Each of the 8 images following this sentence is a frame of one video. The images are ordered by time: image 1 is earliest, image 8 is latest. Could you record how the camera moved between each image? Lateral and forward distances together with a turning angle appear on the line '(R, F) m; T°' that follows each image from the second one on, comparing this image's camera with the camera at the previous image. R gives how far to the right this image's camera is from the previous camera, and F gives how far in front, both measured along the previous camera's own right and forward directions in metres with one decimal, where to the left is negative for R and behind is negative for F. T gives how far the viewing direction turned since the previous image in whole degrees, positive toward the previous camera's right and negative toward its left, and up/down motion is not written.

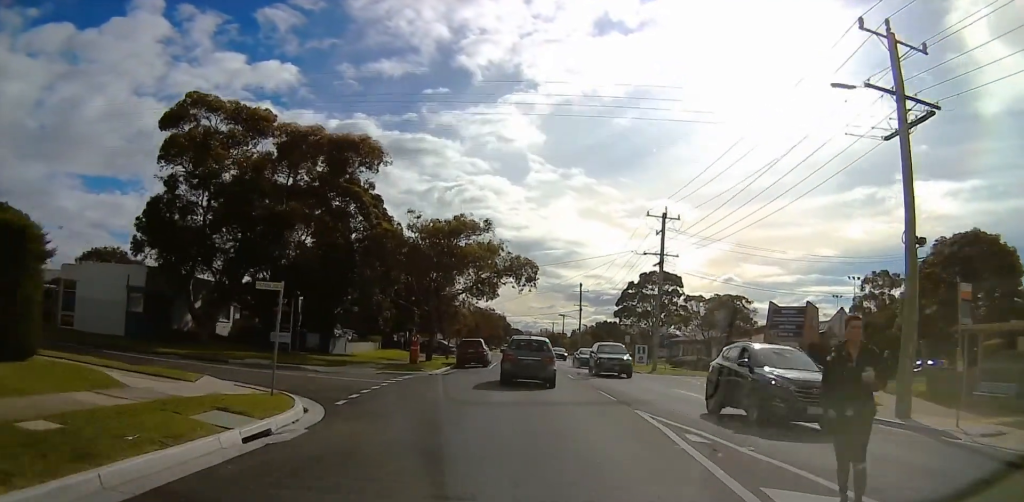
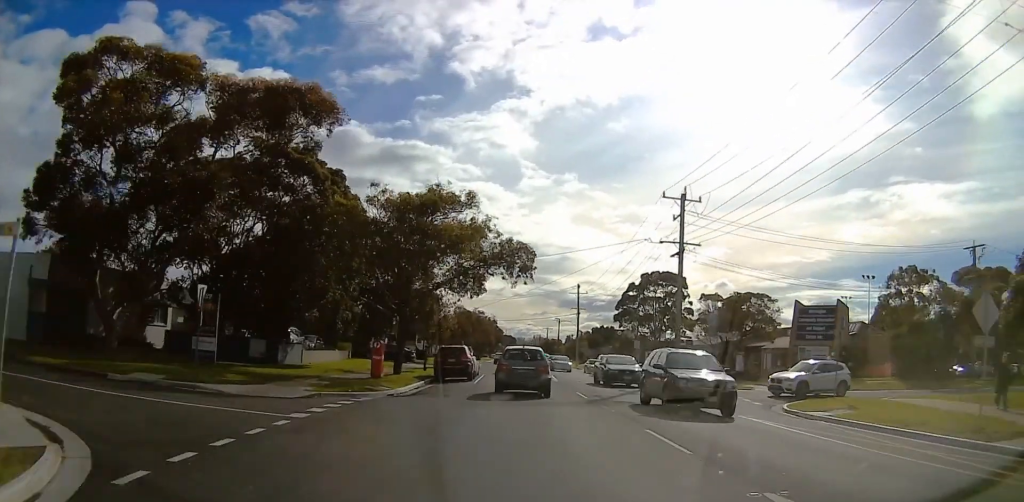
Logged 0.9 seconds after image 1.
(-0.2, +7.2) m; -2°
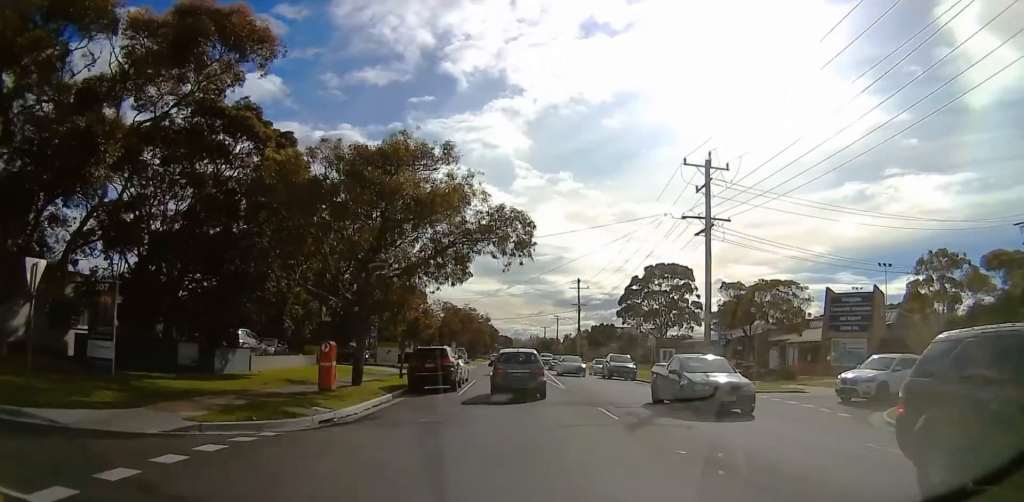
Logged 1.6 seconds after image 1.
(-0.1, +6.3) m; 0°
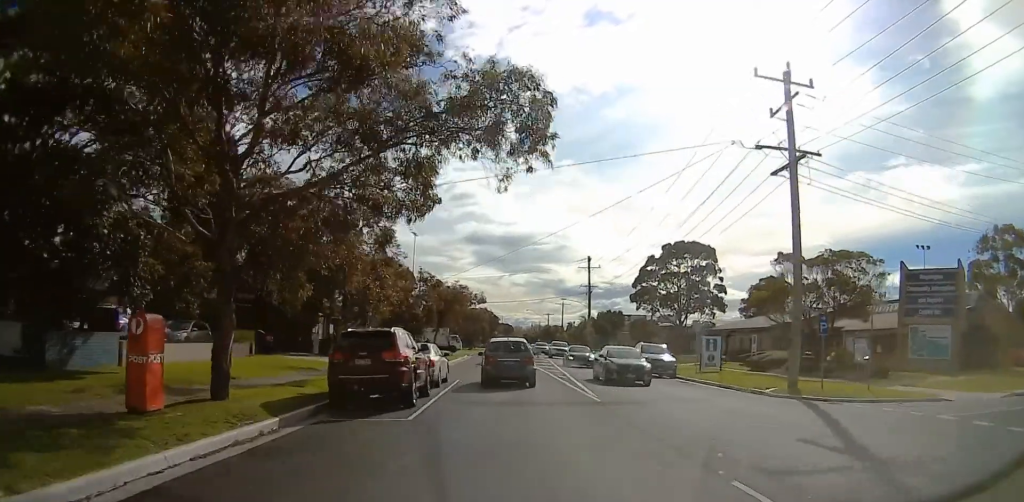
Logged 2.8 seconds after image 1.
(+0.1, +10.5) m; 0°
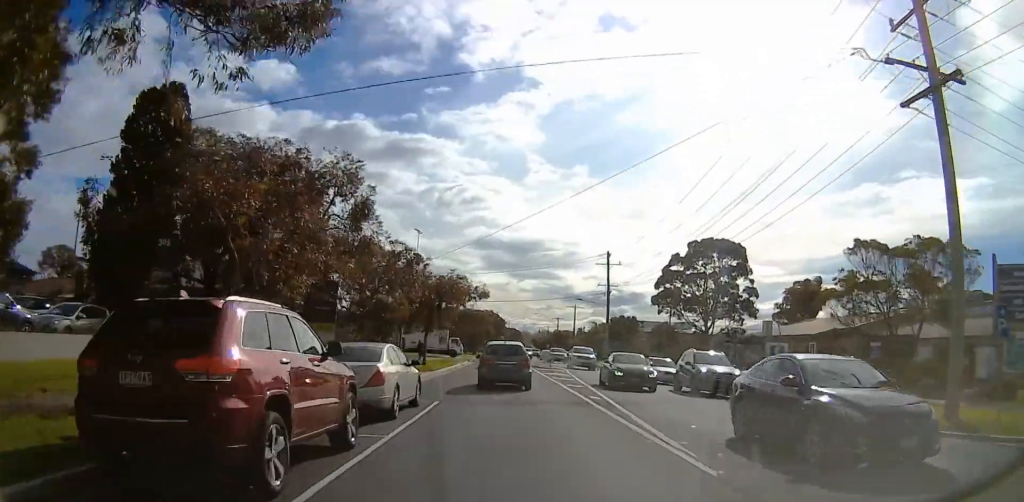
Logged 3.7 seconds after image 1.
(-0.1, +9.4) m; -1°
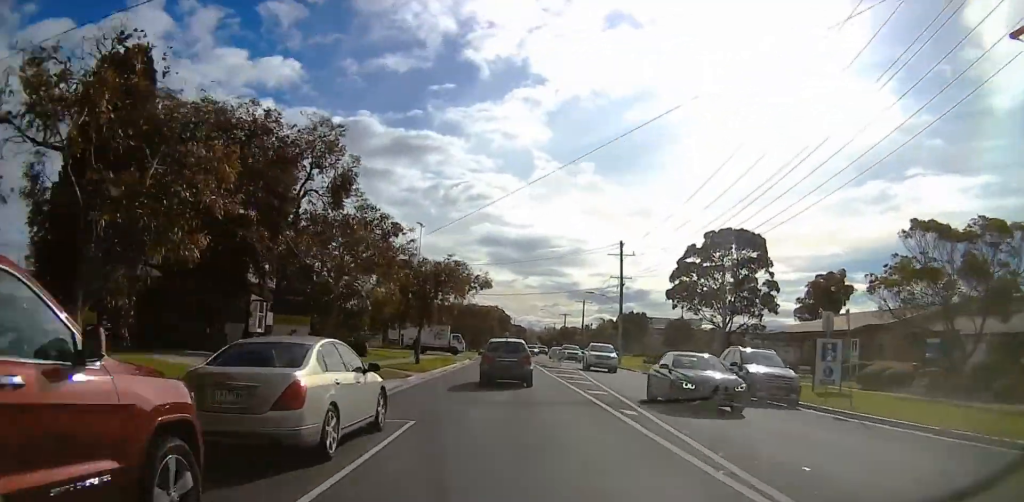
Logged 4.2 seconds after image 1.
(-0.1, +5.5) m; 0°
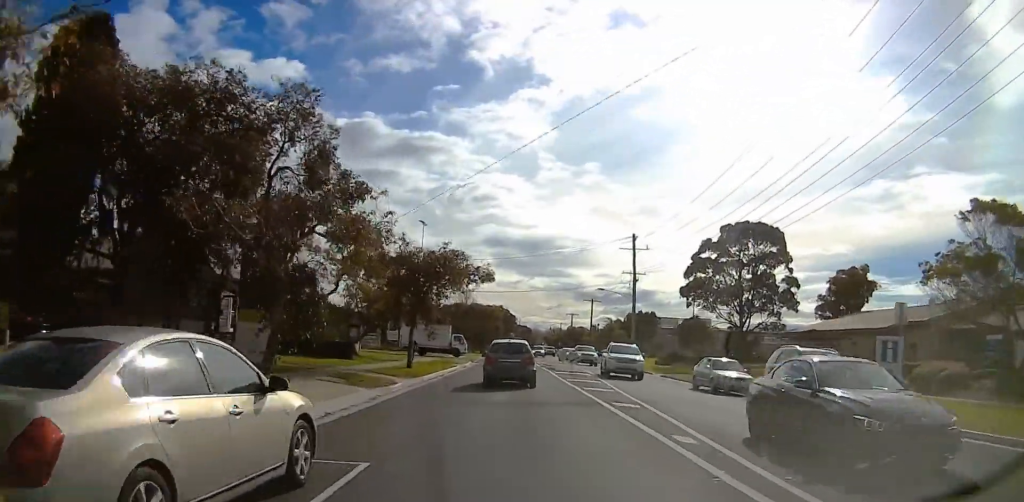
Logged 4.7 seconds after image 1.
(0.0, +4.9) m; -1°
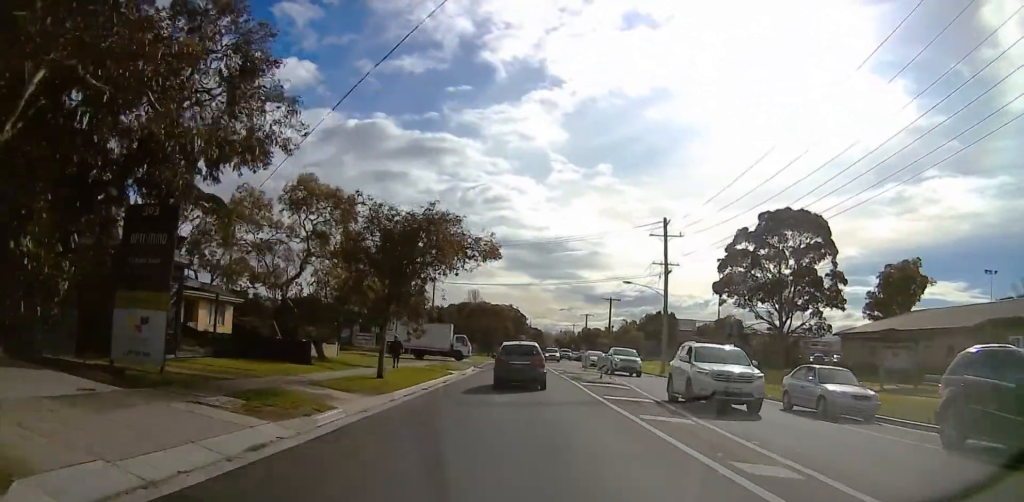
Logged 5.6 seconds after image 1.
(0.0, +10.4) m; -2°
